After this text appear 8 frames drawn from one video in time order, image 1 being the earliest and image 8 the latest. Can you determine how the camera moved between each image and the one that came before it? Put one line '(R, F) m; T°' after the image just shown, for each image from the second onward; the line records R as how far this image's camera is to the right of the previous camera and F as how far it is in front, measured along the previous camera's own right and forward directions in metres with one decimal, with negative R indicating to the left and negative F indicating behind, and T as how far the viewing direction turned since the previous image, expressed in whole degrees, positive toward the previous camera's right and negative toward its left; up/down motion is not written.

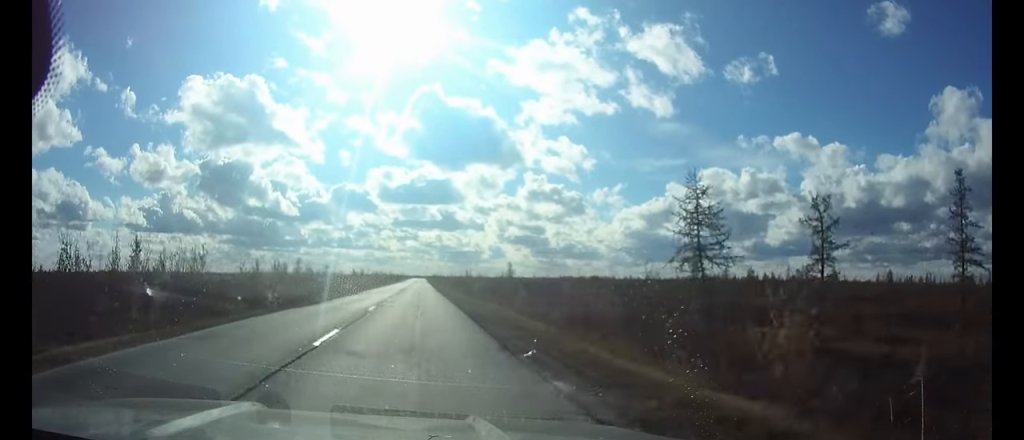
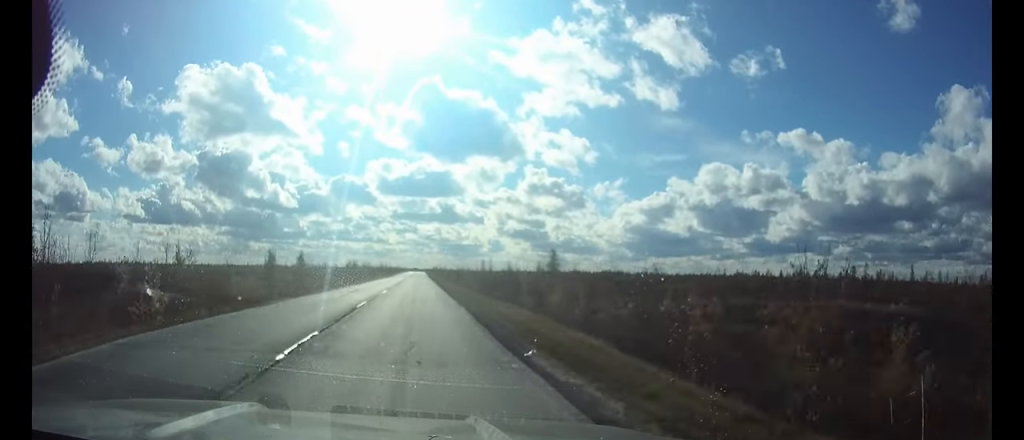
(+0.1, +49.9) m; 0°
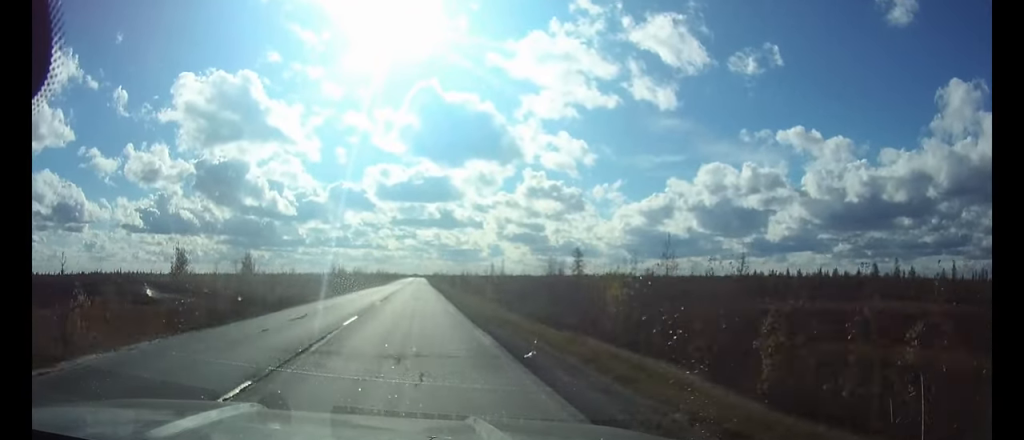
(0.0, +16.9) m; 0°
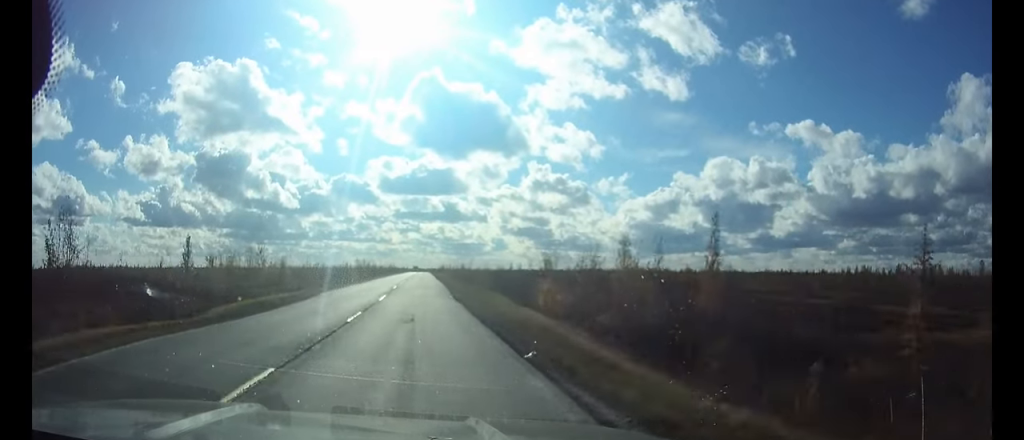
(-0.2, +69.6) m; 0°
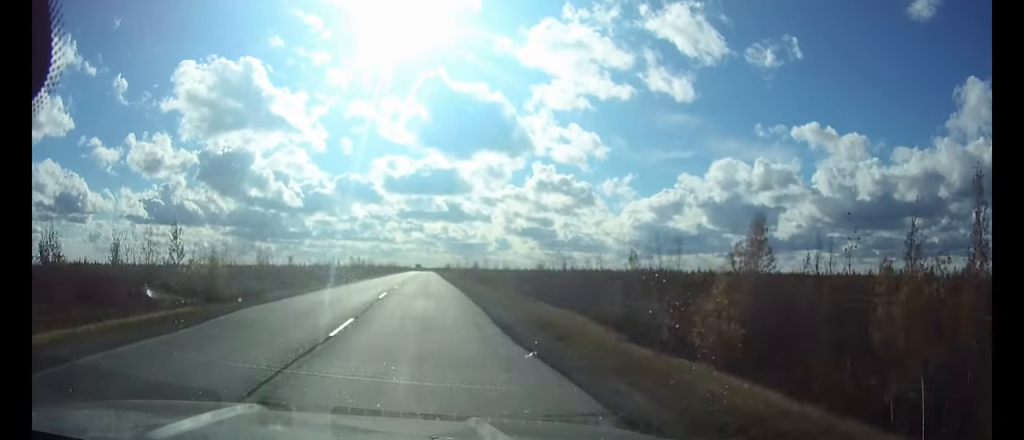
(-0.1, +15.9) m; 0°
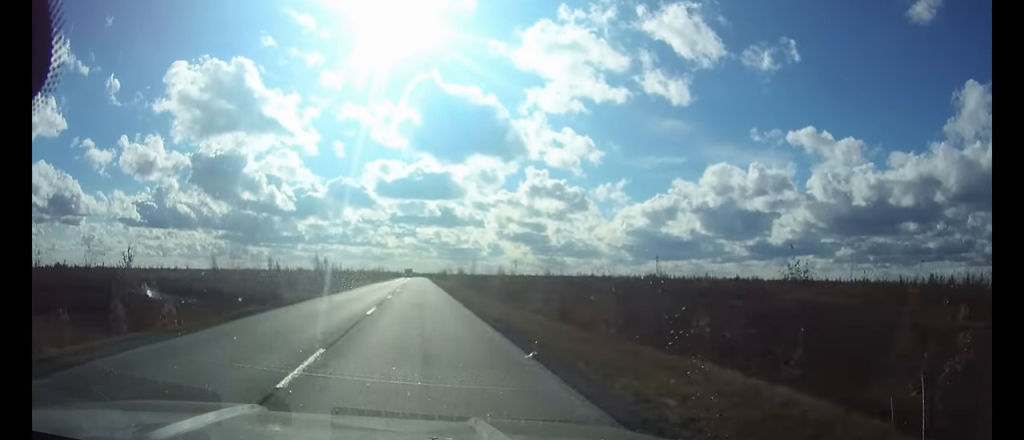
(+0.1, +29.1) m; 0°
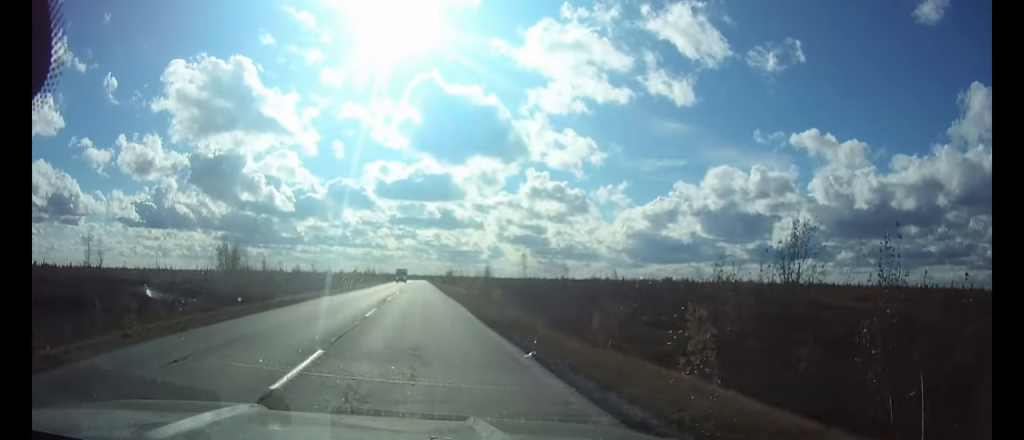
(+0.1, +38.0) m; 0°
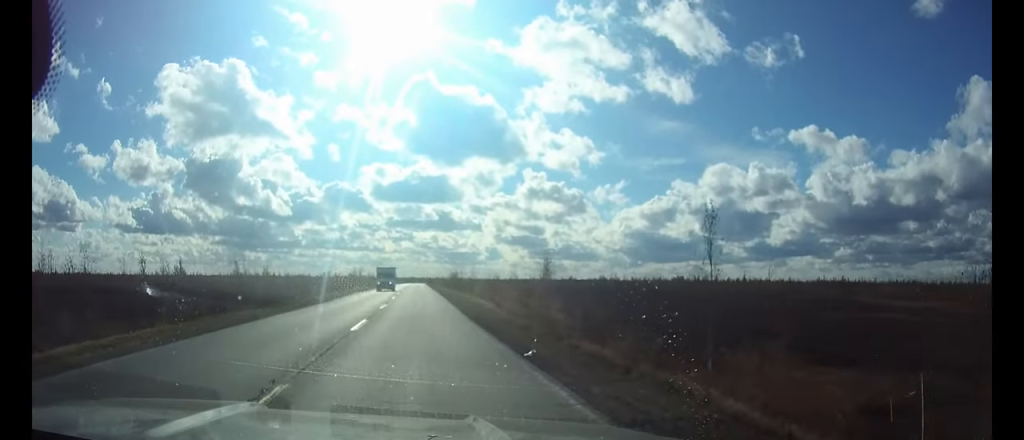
(0.0, +25.6) m; 0°
